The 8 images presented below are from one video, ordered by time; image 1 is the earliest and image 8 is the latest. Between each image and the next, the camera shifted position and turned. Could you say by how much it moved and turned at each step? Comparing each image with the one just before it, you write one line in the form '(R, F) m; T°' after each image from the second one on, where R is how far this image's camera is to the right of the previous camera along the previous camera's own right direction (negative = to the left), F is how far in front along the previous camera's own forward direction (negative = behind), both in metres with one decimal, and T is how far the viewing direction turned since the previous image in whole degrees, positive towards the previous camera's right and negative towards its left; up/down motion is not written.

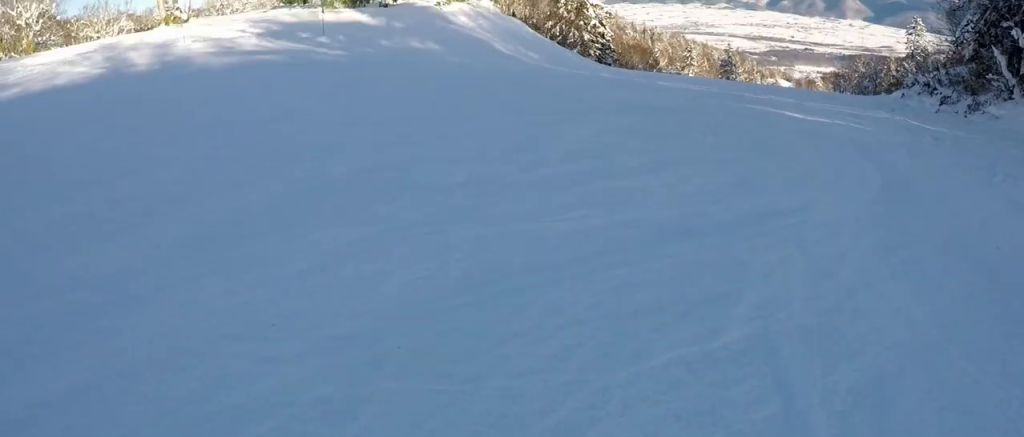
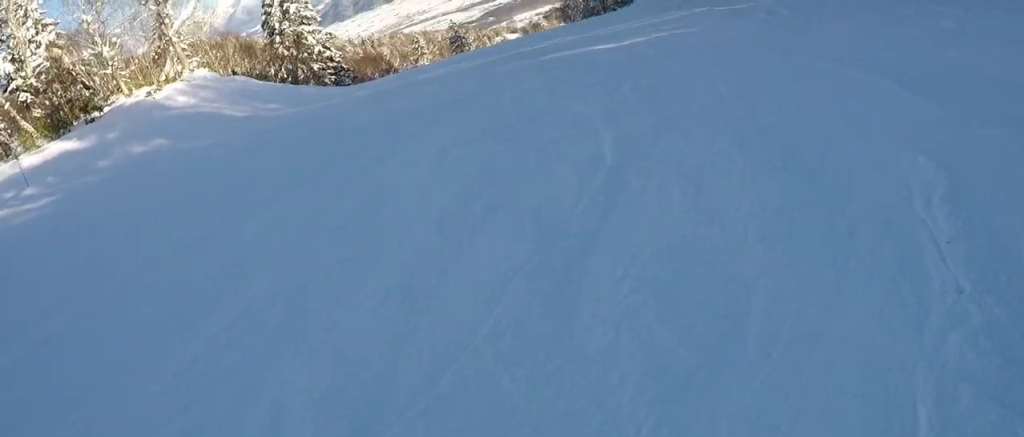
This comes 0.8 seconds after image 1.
(-0.2, +4.4) m; +16°
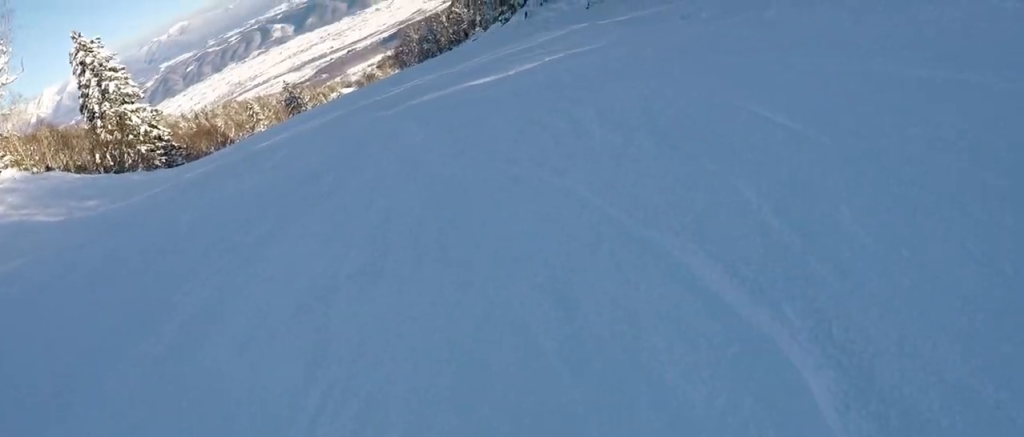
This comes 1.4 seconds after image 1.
(+1.1, +3.9) m; +23°
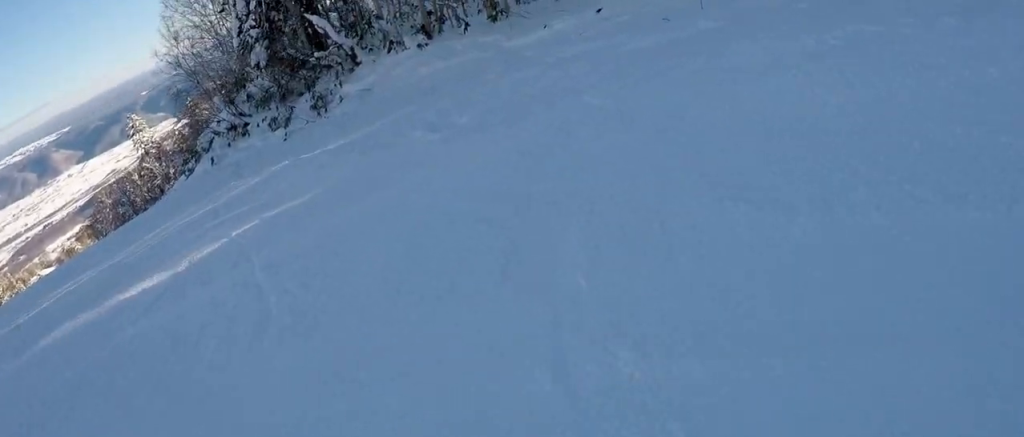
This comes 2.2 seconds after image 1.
(+1.1, +4.6) m; +15°
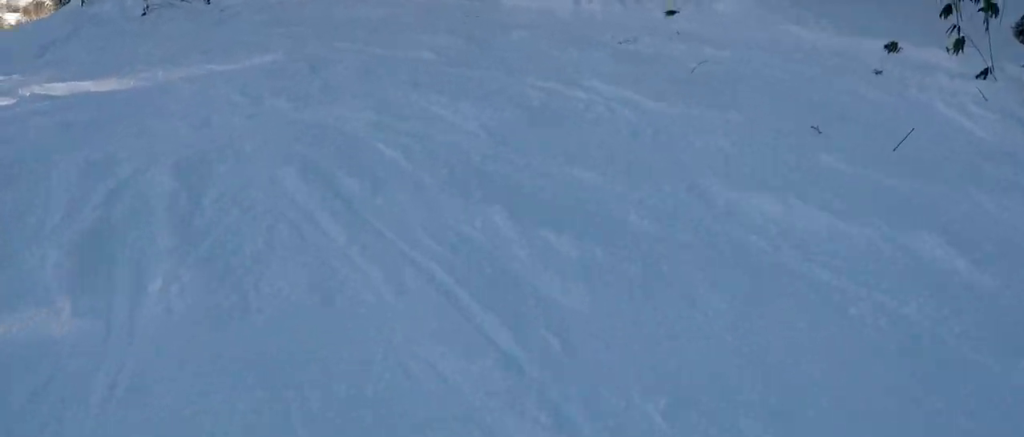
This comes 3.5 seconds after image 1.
(+0.8, +7.5) m; -1°
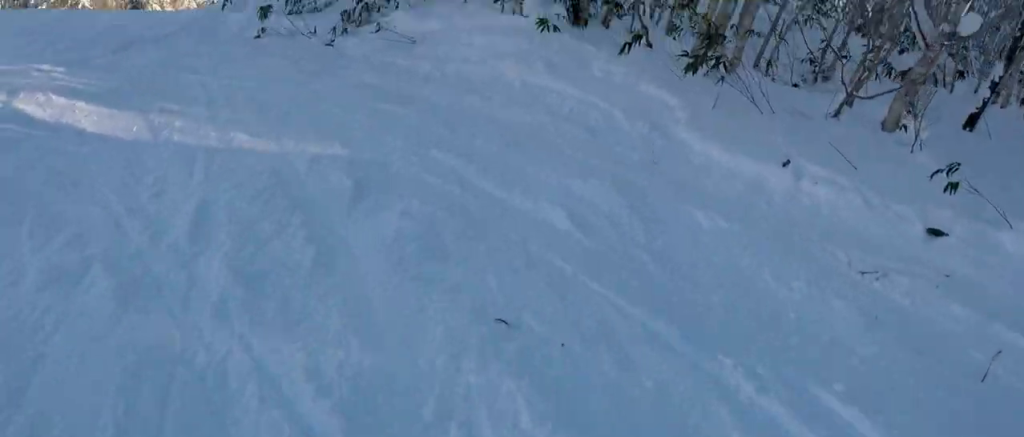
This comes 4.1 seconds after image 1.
(-0.5, +3.5) m; -16°
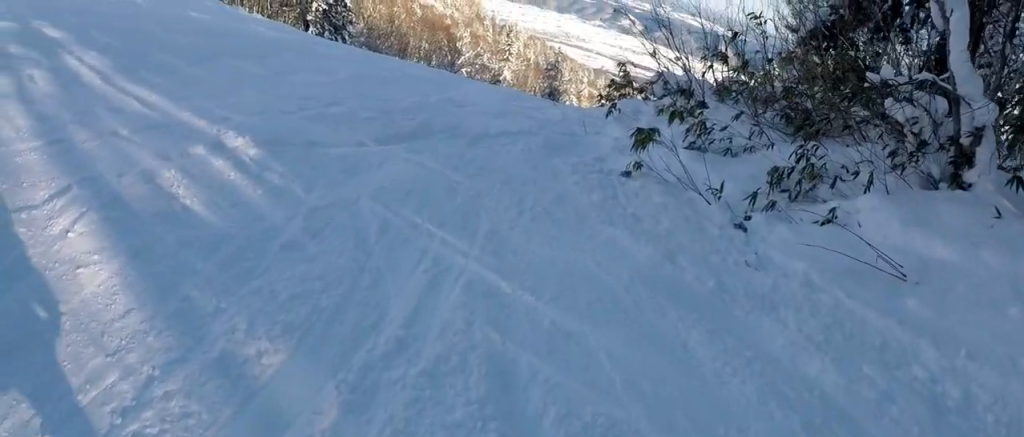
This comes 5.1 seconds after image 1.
(-1.2, +4.8) m; -32°
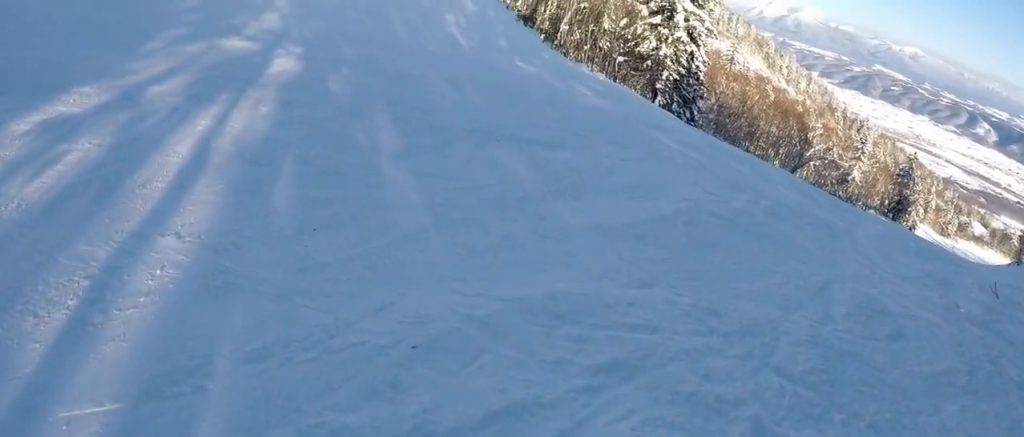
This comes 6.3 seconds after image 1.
(-1.8, +5.0) m; -34°
